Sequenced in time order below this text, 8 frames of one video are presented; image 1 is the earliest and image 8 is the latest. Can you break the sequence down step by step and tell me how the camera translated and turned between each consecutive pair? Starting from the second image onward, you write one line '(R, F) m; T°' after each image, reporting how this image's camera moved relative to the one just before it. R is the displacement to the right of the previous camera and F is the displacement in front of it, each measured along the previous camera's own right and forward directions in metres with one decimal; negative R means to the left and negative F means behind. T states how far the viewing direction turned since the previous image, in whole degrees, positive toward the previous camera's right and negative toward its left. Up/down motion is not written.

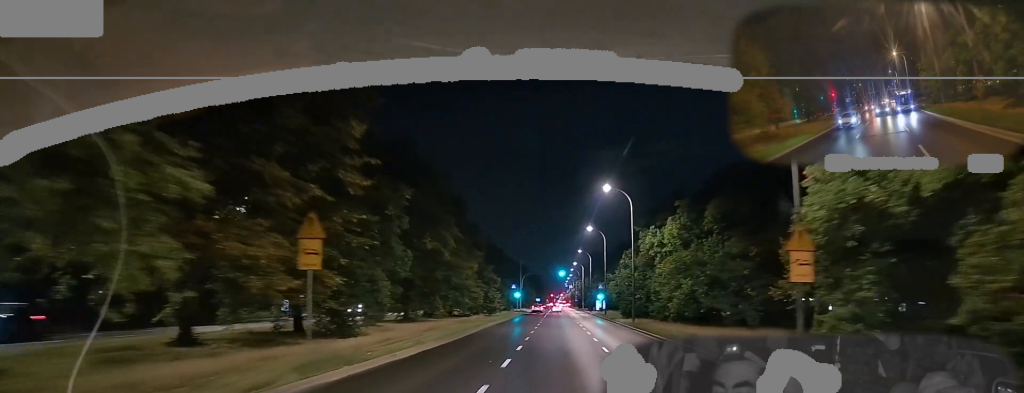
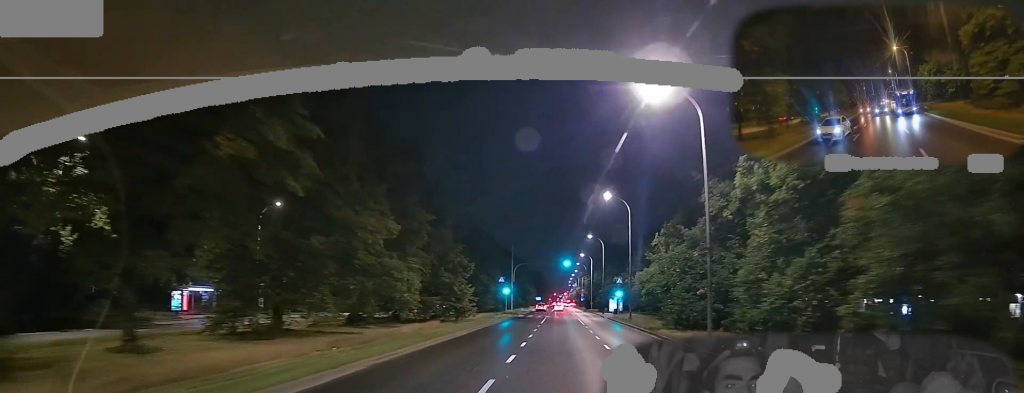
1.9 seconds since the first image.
(0.0, +23.2) m; 0°
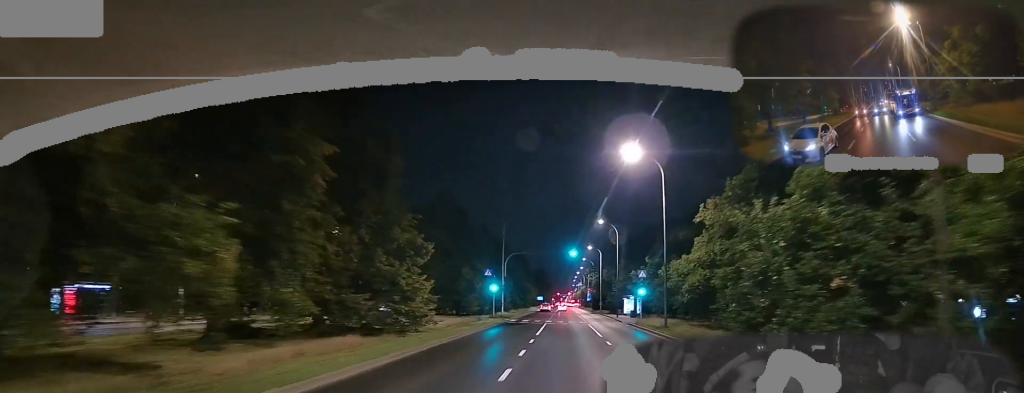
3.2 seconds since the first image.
(-0.1, +15.8) m; -1°
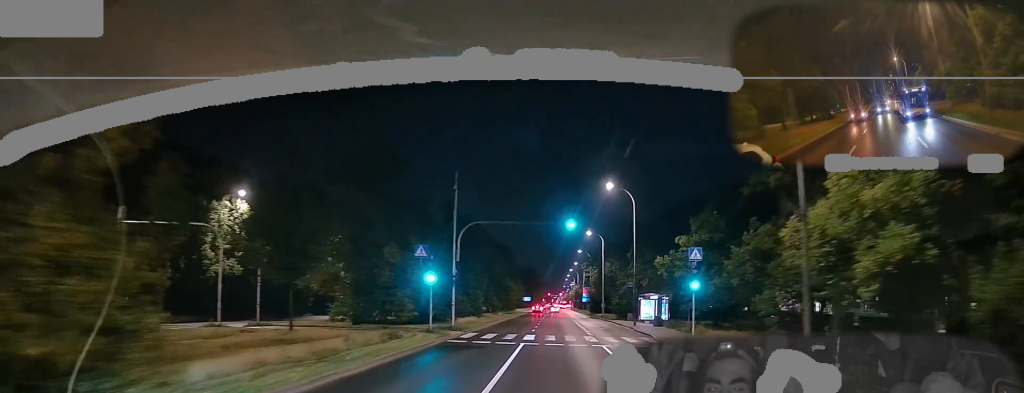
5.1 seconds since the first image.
(-0.2, +22.8) m; +1°
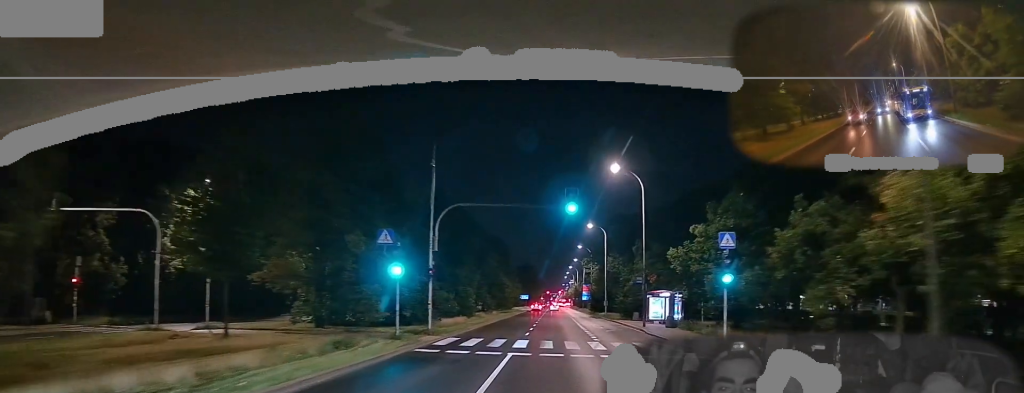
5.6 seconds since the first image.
(+0.1, +5.8) m; 0°
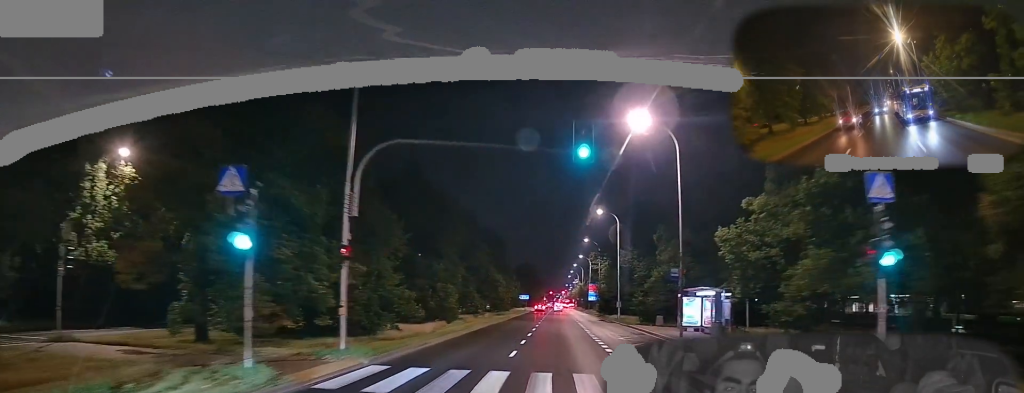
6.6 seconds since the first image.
(+0.1, +11.6) m; 0°
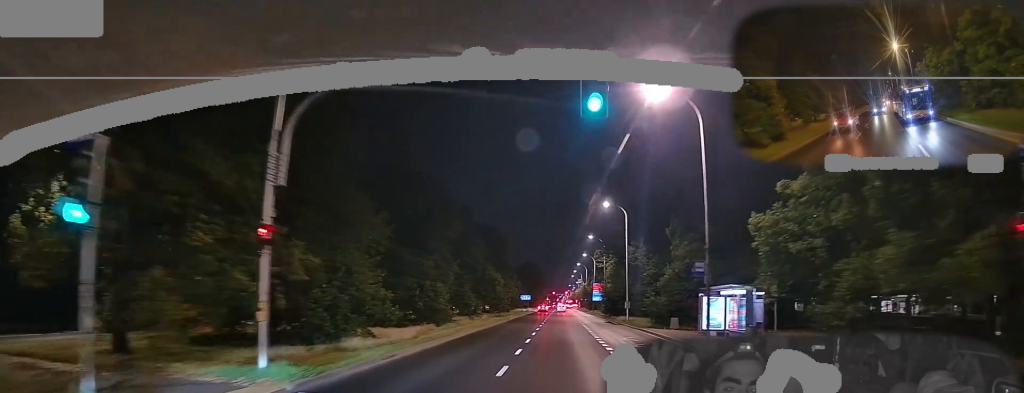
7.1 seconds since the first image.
(-0.1, +4.8) m; 0°
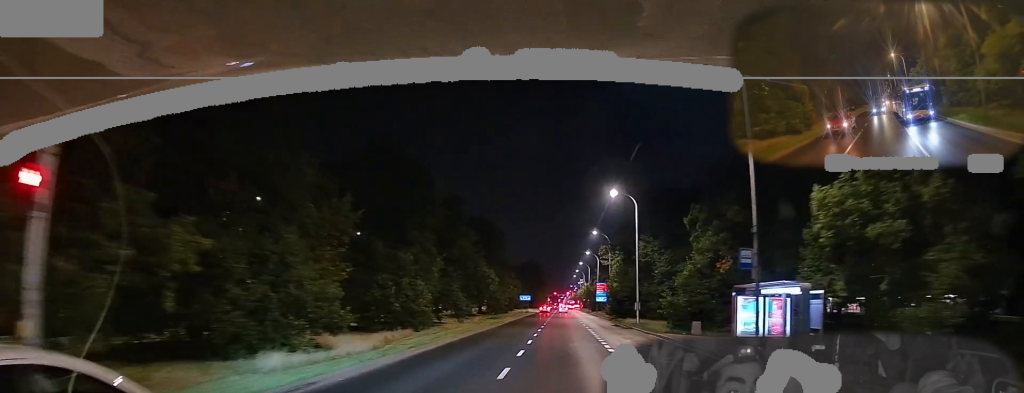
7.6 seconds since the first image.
(+0.1, +6.0) m; 0°
